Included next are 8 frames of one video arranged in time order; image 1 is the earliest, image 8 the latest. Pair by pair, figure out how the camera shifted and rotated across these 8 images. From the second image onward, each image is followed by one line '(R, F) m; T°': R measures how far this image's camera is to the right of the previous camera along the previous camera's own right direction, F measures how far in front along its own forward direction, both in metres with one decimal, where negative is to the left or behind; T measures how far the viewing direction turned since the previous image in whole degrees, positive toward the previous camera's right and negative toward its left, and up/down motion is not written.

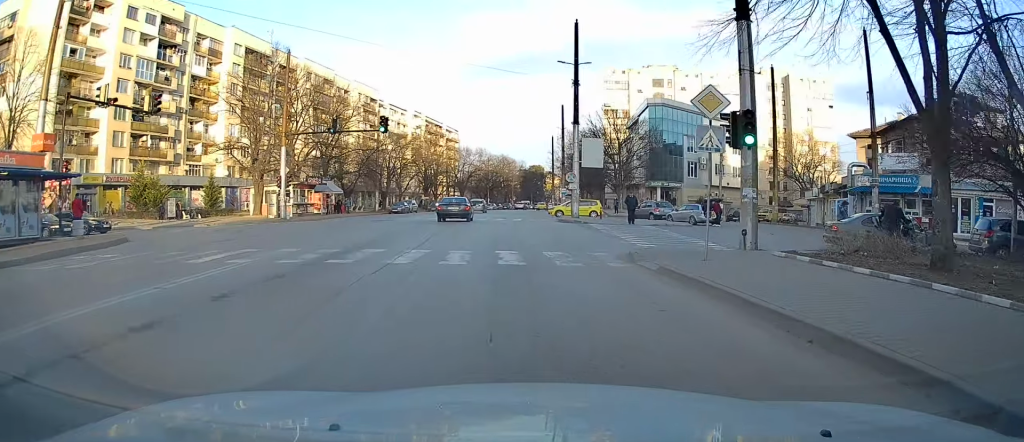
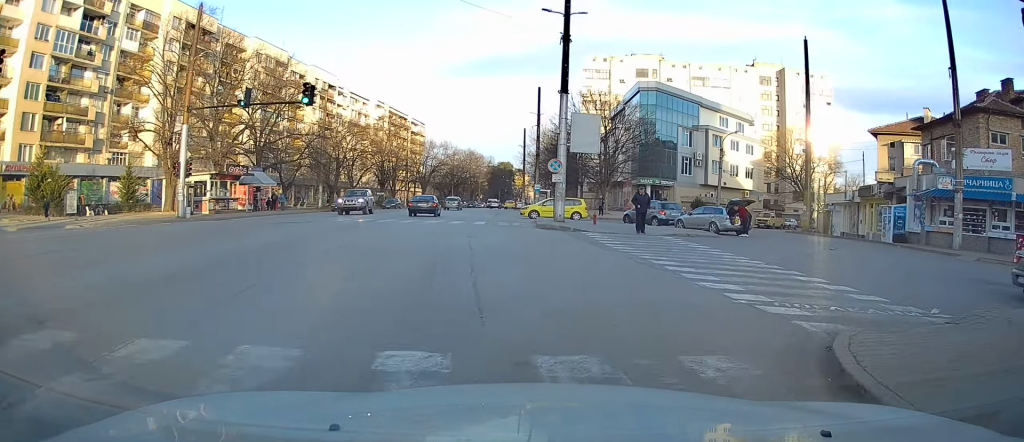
(-0.3, +9.9) m; +4°
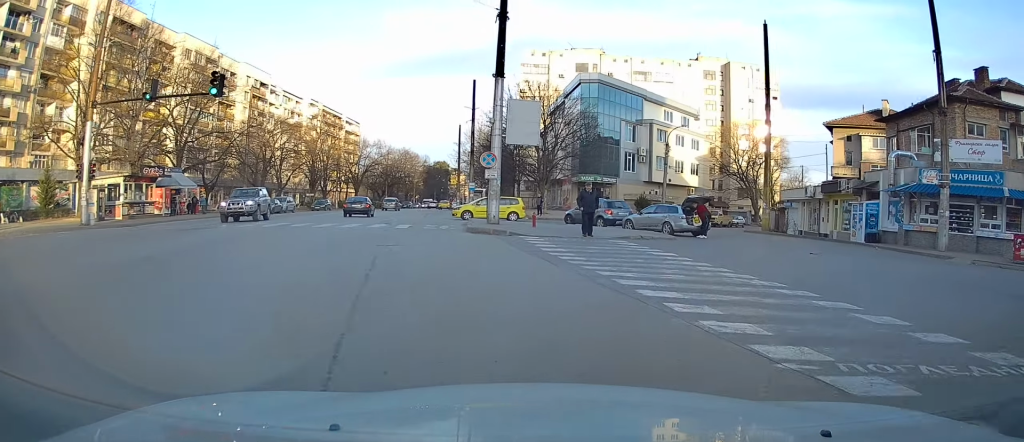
(0.0, +3.3) m; +5°
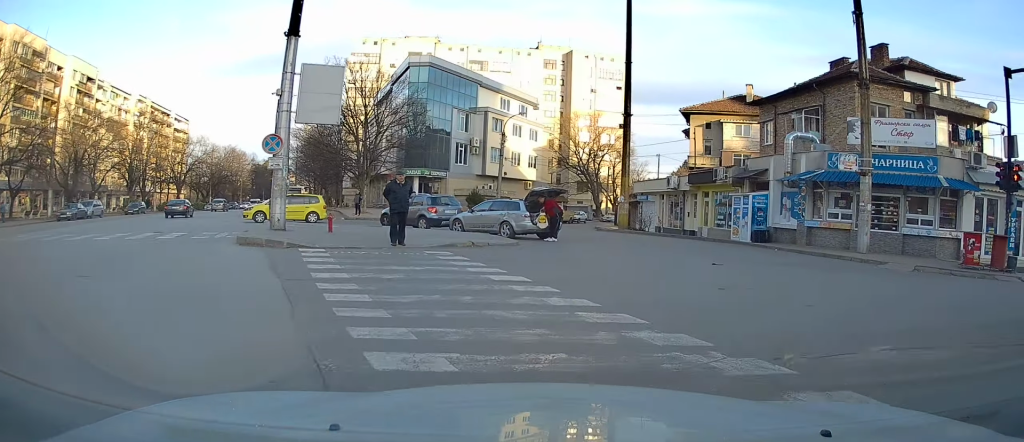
(+0.6, +5.3) m; +12°
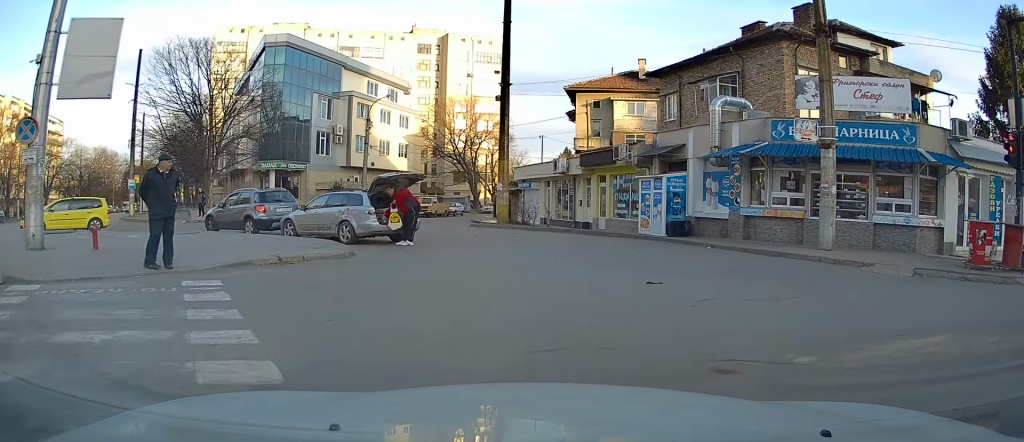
(+0.5, +4.9) m; +7°
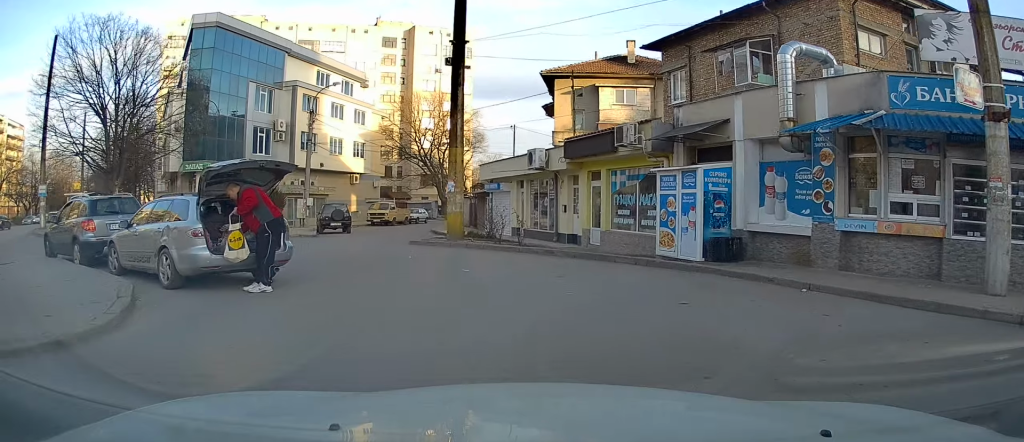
(+0.4, +7.0) m; +7°
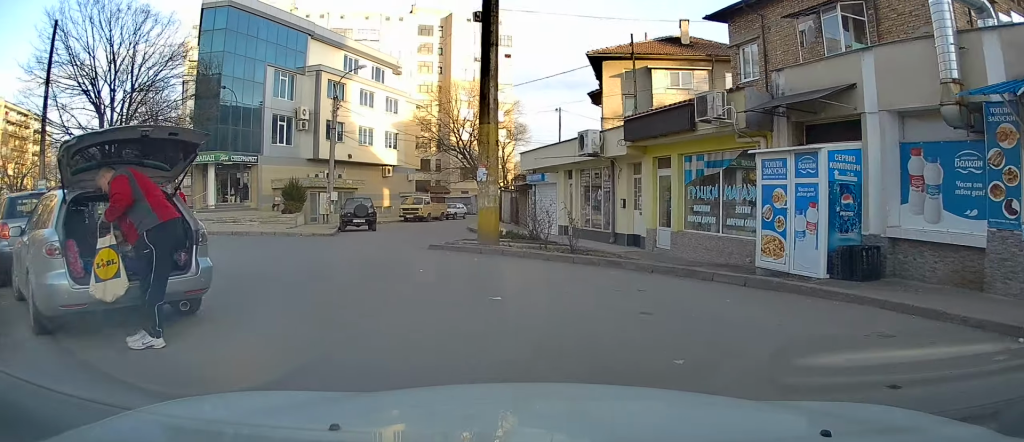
(+0.2, +3.6) m; -4°
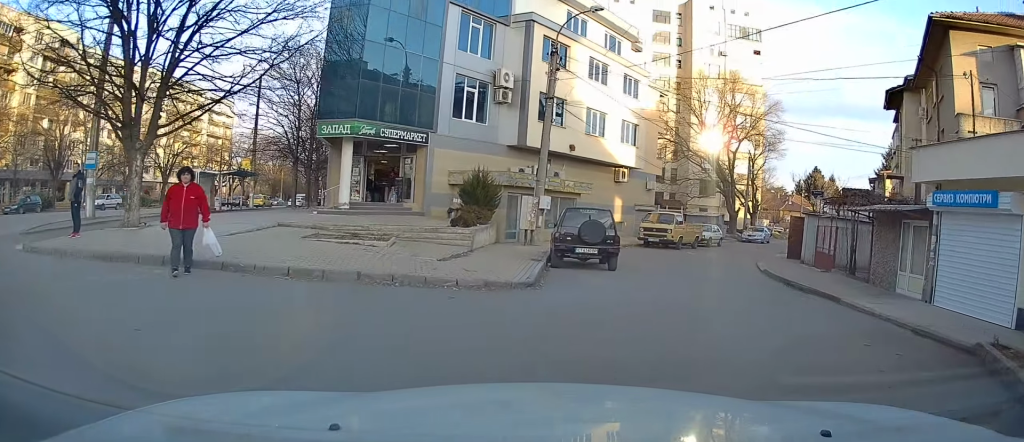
(-3.0, +12.2) m; -23°
